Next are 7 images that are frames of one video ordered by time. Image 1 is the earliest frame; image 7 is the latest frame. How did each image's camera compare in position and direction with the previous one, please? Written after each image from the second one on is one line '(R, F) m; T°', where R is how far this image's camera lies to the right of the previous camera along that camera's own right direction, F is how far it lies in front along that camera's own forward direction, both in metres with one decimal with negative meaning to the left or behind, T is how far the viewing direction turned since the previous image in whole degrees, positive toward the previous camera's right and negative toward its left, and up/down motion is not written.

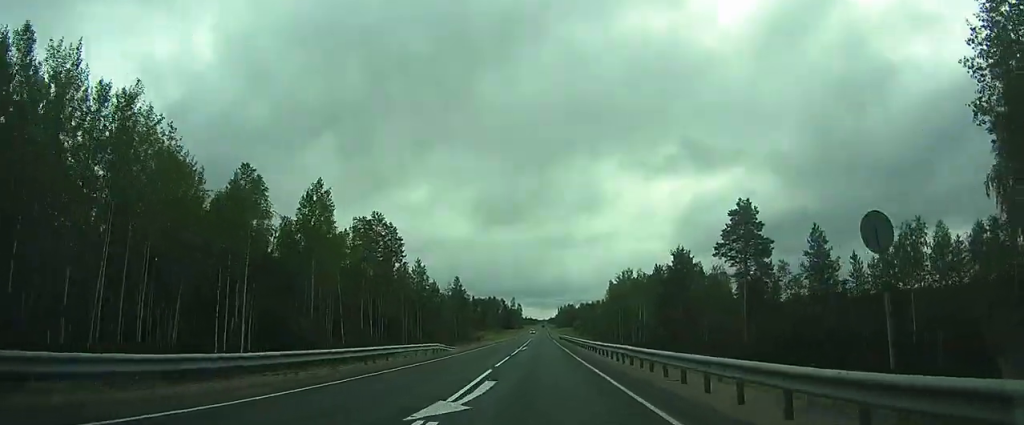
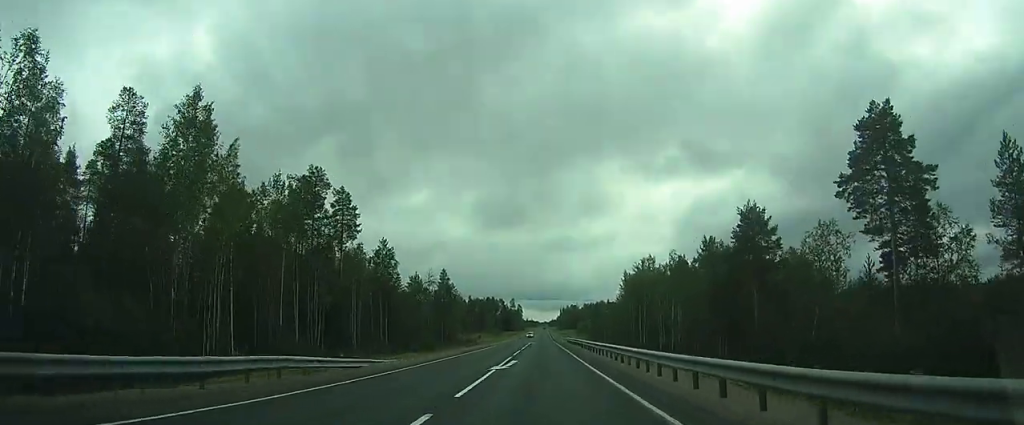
(0.0, +22.0) m; 0°
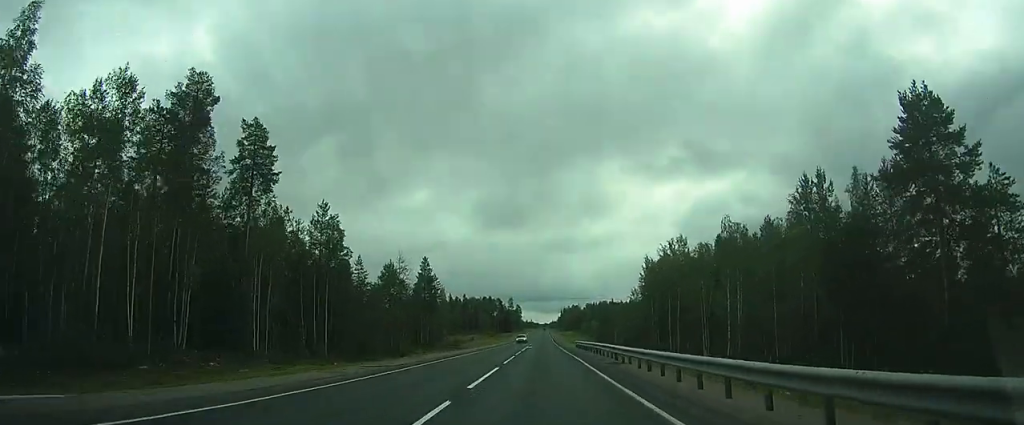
(0.0, +21.2) m; 0°
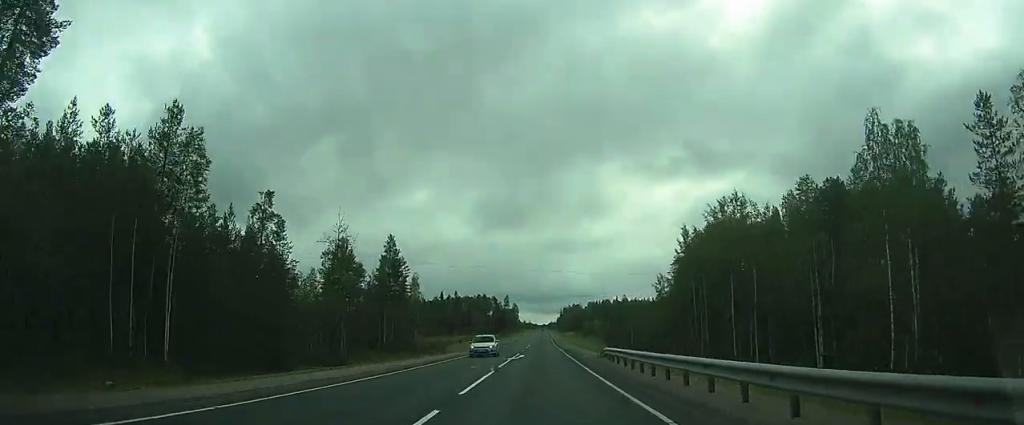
(0.0, +24.1) m; 0°
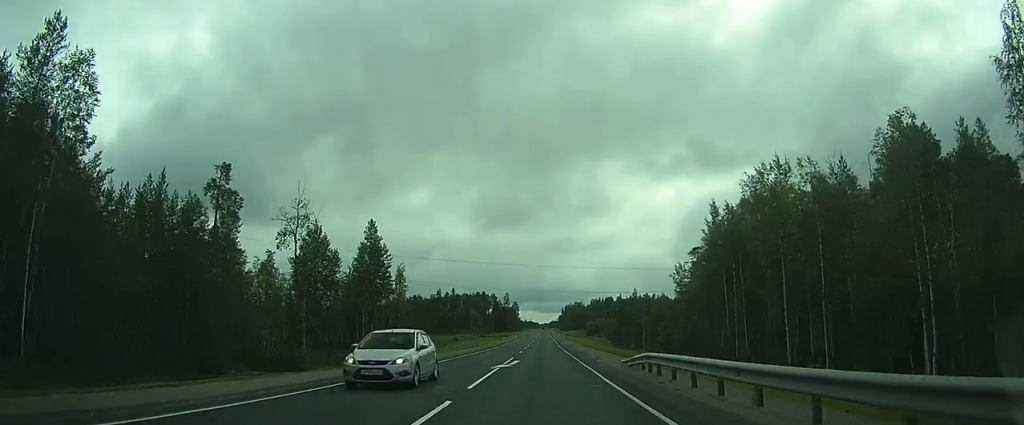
(0.0, +10.2) m; 0°
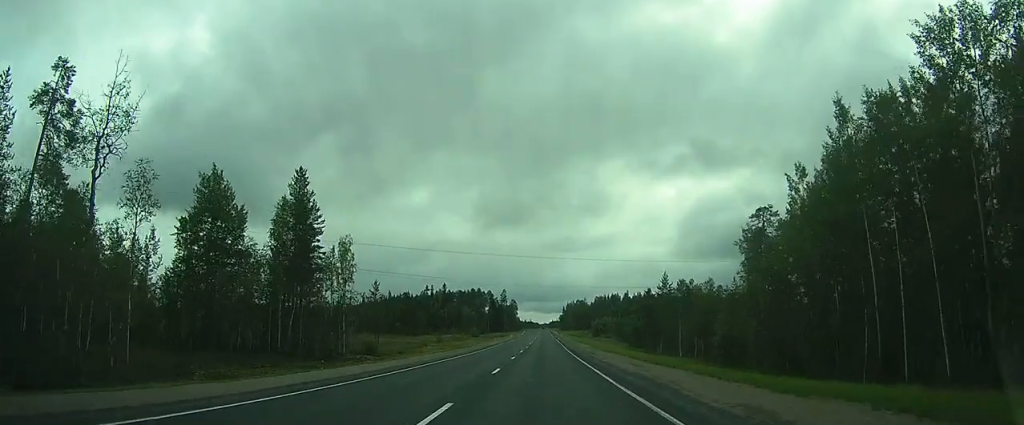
(-0.1, +23.2) m; 0°
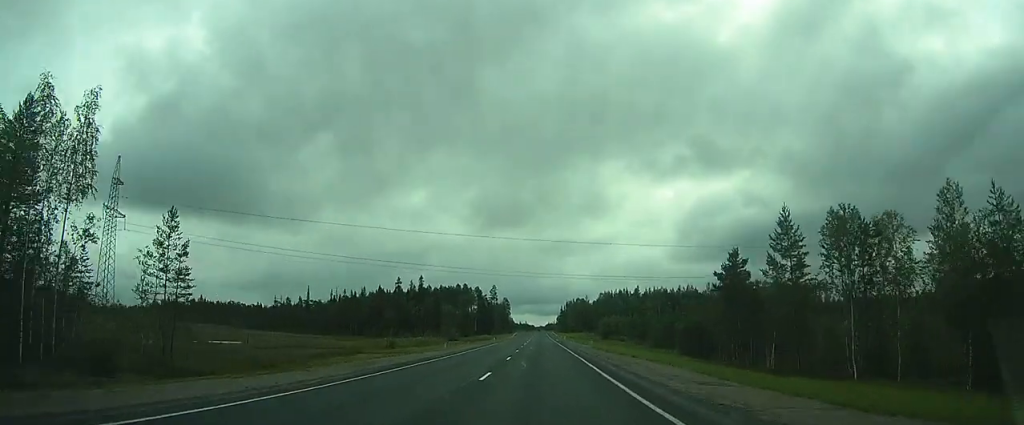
(0.0, +37.8) m; 0°
